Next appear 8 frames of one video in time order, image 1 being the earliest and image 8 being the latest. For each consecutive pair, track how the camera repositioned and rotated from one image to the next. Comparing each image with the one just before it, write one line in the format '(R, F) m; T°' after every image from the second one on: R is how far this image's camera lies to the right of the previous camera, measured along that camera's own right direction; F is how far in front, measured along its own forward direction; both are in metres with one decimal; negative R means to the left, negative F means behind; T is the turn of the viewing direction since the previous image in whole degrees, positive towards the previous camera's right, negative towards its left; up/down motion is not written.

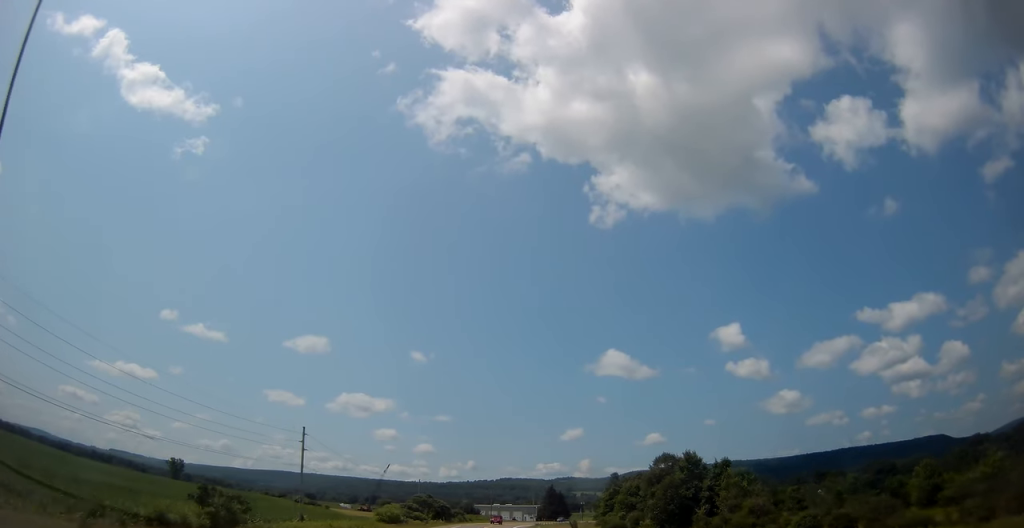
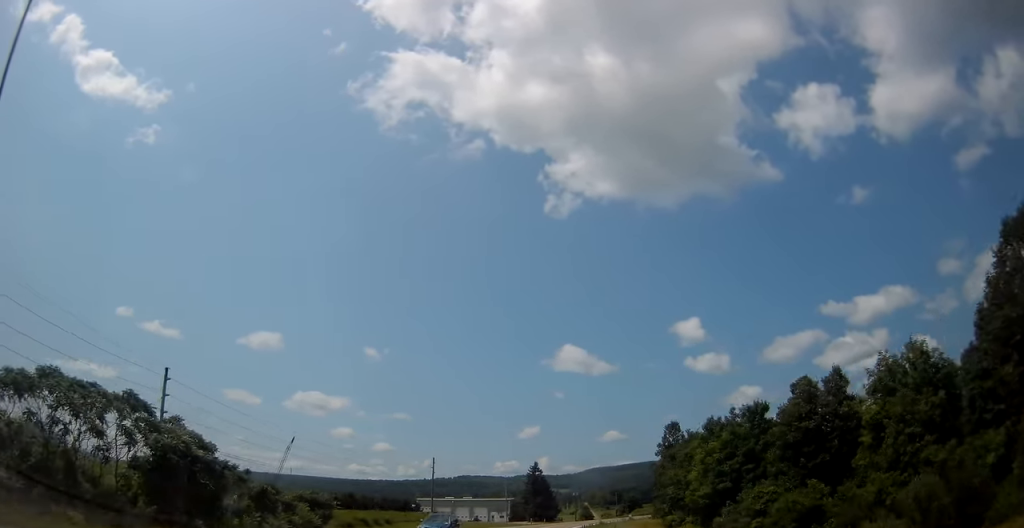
(+0.8, +94.4) m; +4°
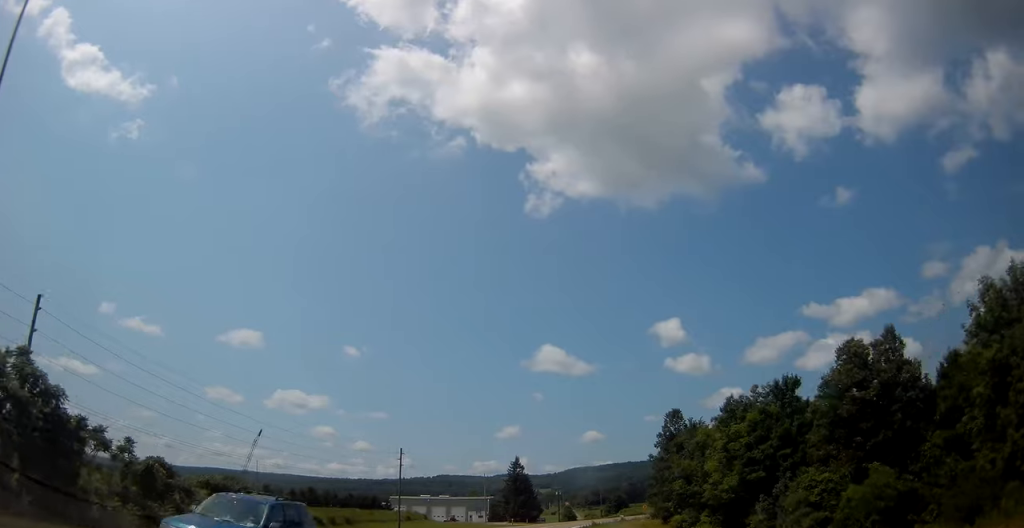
(+0.2, +12.2) m; +1°
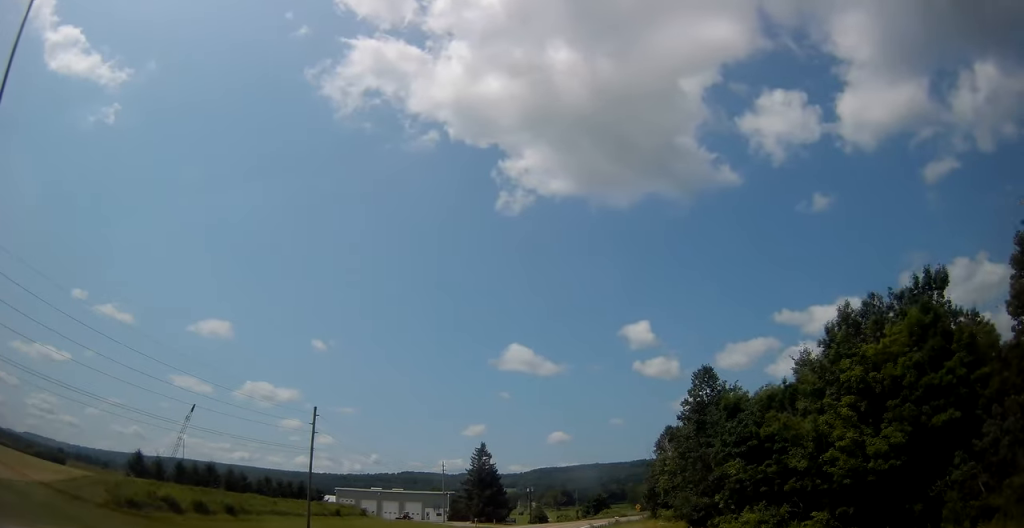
(+0.6, +26.2) m; +3°
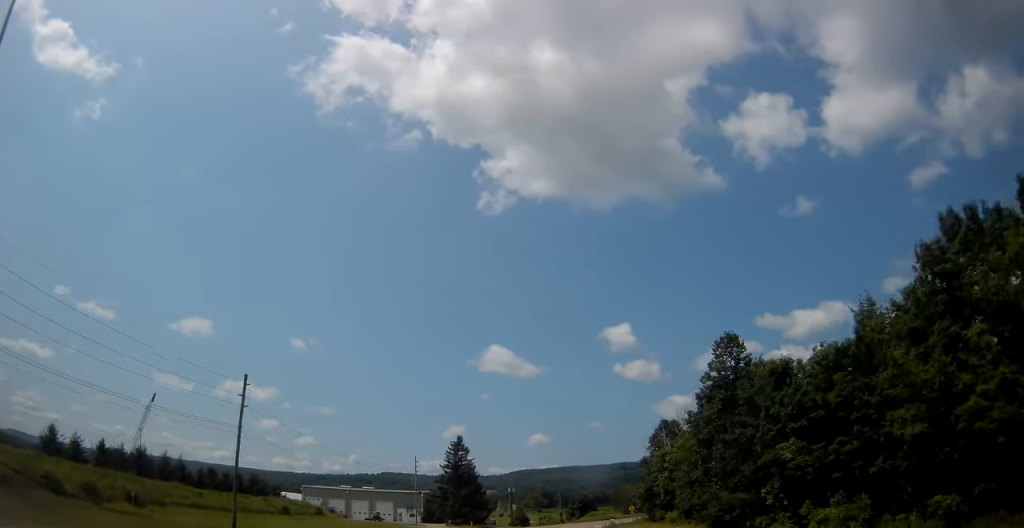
(+0.1, +12.2) m; +2°
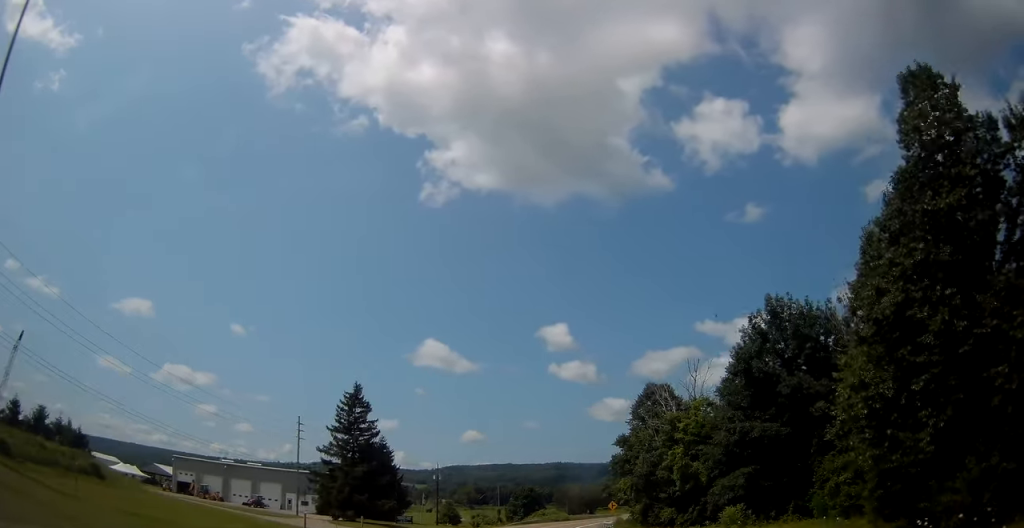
(+1.8, +35.7) m; +7°
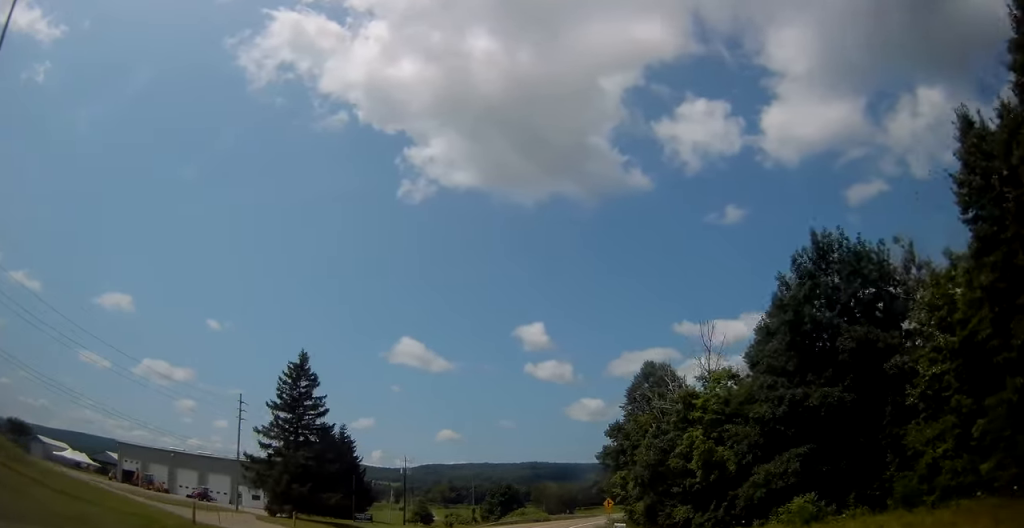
(+0.4, +12.2) m; +3°
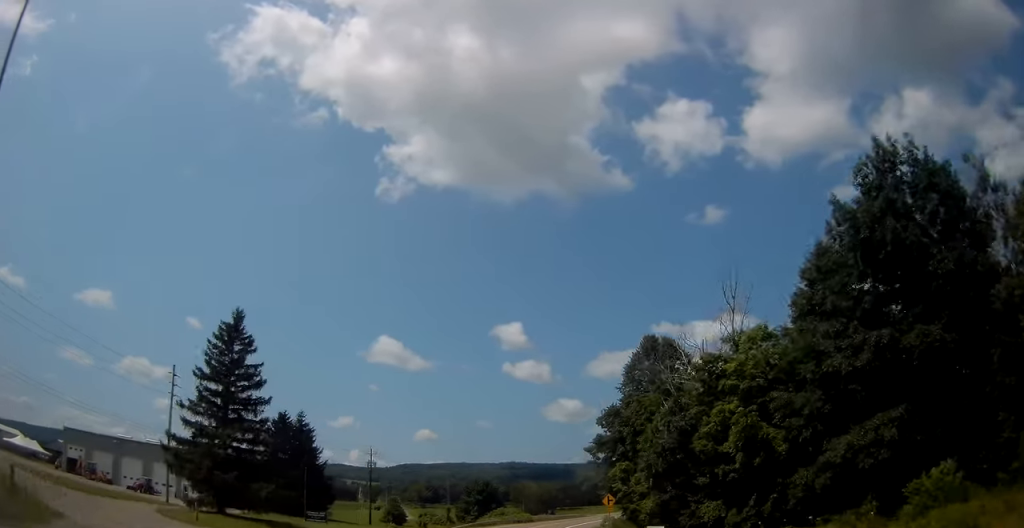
(0.0, +11.4) m; +2°
